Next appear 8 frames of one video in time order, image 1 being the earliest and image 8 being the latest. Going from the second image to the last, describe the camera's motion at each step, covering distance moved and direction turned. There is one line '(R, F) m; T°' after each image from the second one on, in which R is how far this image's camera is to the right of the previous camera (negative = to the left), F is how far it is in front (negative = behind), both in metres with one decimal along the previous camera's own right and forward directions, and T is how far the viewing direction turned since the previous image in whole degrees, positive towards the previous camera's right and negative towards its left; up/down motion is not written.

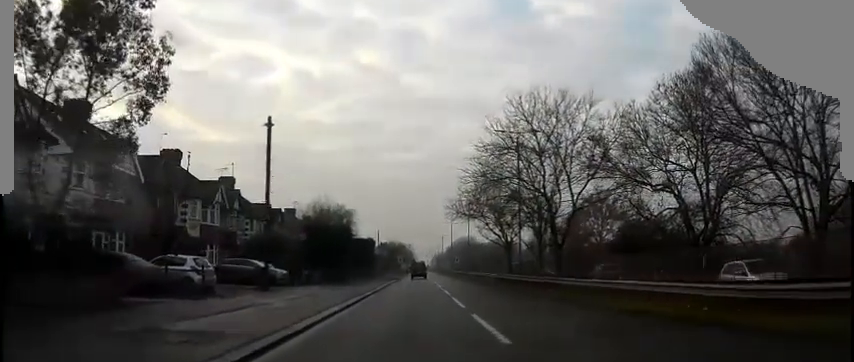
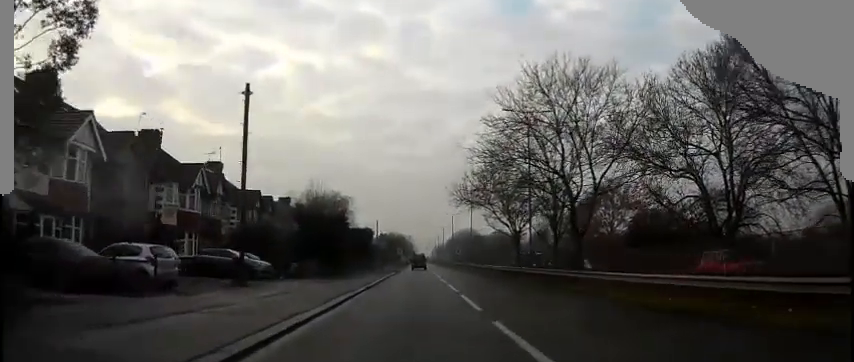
(-0.1, +4.1) m; -1°
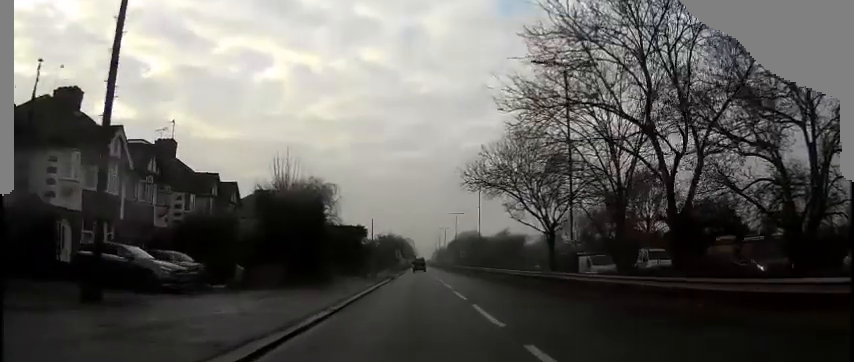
(-0.1, +11.5) m; -1°
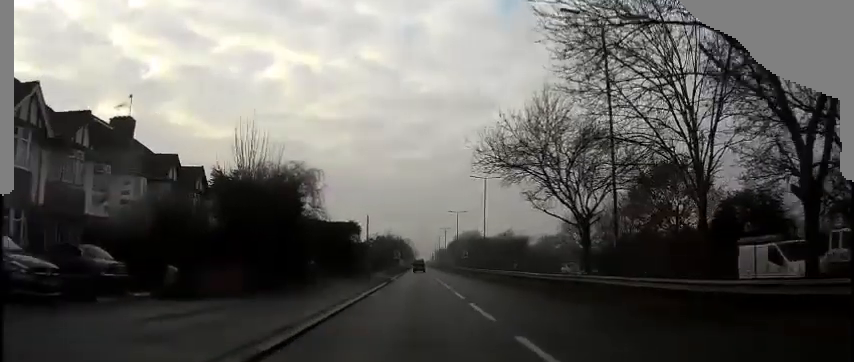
(0.0, +7.5) m; 0°
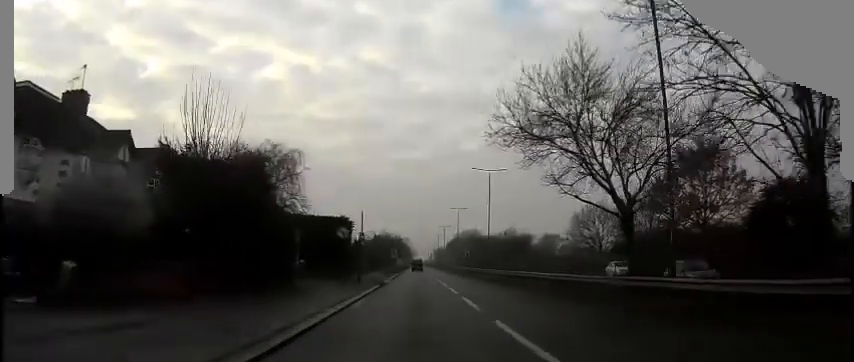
(0.0, +6.5) m; 0°
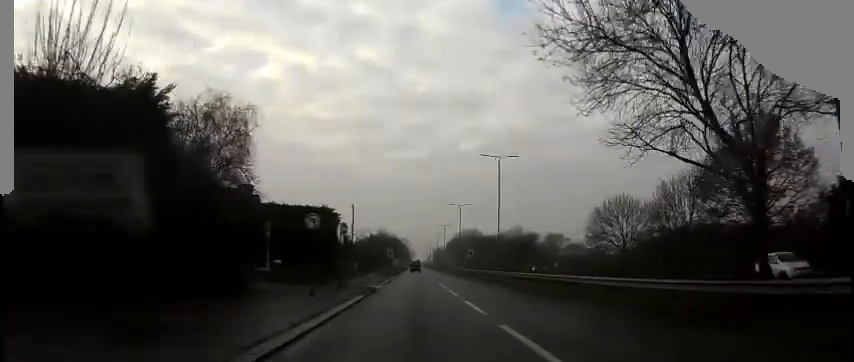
(-0.1, +9.8) m; -1°
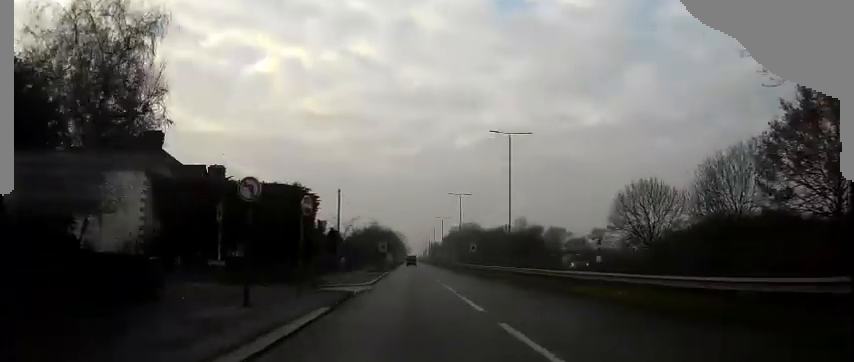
(-0.1, +9.2) m; 0°
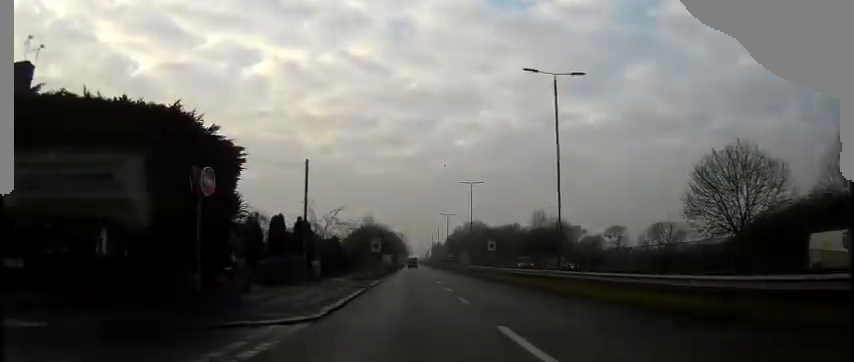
(+0.3, +18.9) m; +1°
